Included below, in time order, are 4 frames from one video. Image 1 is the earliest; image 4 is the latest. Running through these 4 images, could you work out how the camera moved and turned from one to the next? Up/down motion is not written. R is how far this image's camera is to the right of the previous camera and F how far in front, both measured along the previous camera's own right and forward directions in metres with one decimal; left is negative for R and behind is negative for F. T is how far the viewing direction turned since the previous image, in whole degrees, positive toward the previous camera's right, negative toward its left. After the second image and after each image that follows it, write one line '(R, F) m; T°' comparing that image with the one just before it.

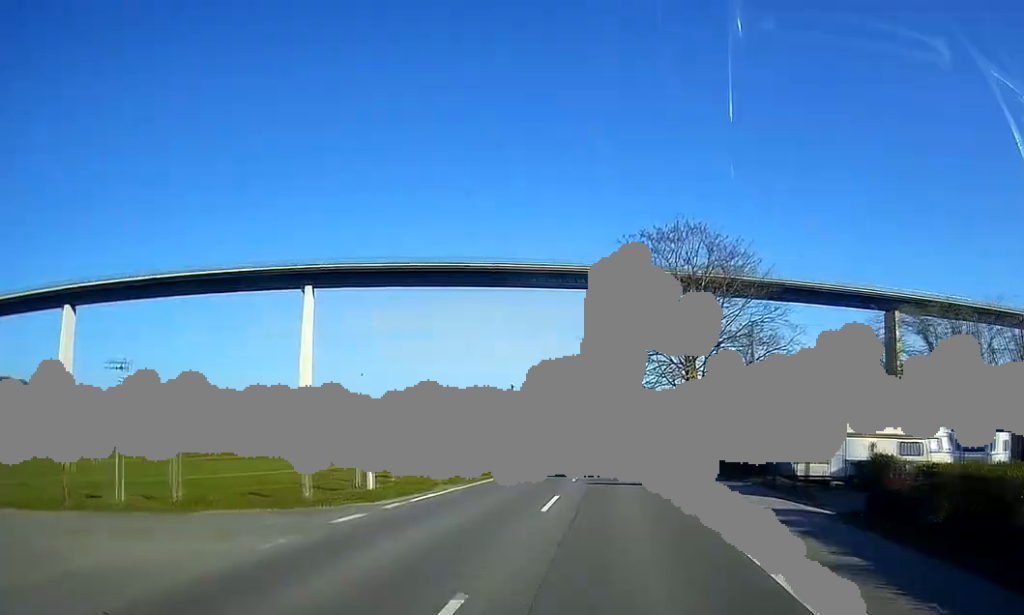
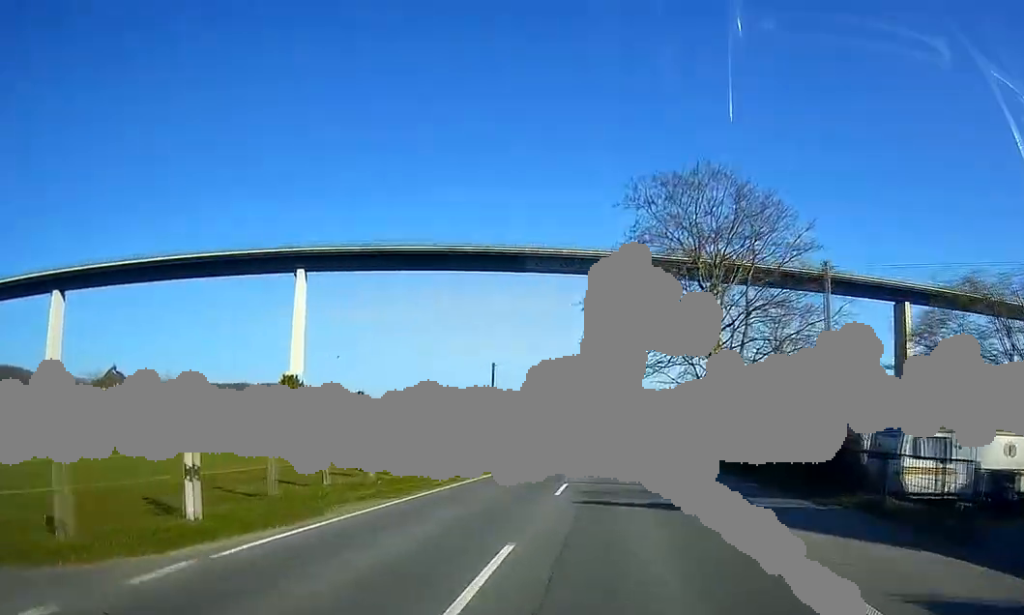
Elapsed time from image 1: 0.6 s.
(-0.1, +8.9) m; +1°
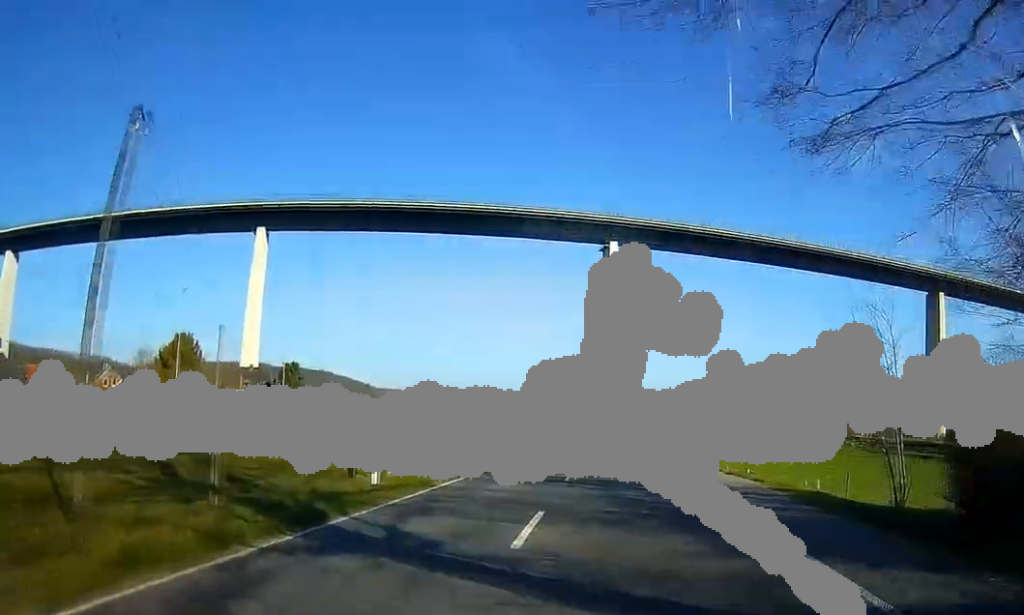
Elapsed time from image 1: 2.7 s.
(+0.9, +33.1) m; +1°
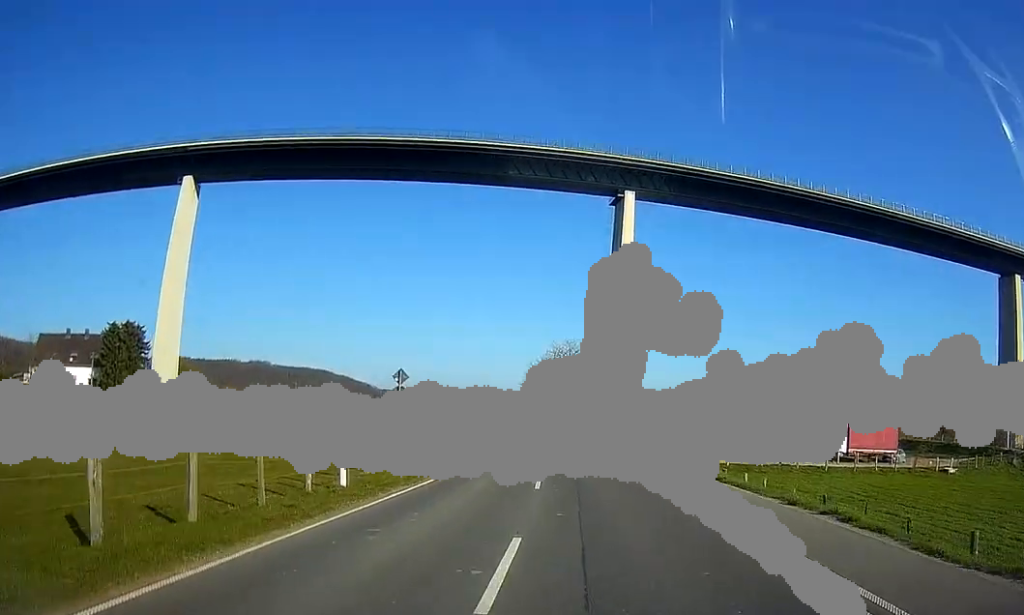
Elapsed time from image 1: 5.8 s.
(-0.8, +51.5) m; -1°
